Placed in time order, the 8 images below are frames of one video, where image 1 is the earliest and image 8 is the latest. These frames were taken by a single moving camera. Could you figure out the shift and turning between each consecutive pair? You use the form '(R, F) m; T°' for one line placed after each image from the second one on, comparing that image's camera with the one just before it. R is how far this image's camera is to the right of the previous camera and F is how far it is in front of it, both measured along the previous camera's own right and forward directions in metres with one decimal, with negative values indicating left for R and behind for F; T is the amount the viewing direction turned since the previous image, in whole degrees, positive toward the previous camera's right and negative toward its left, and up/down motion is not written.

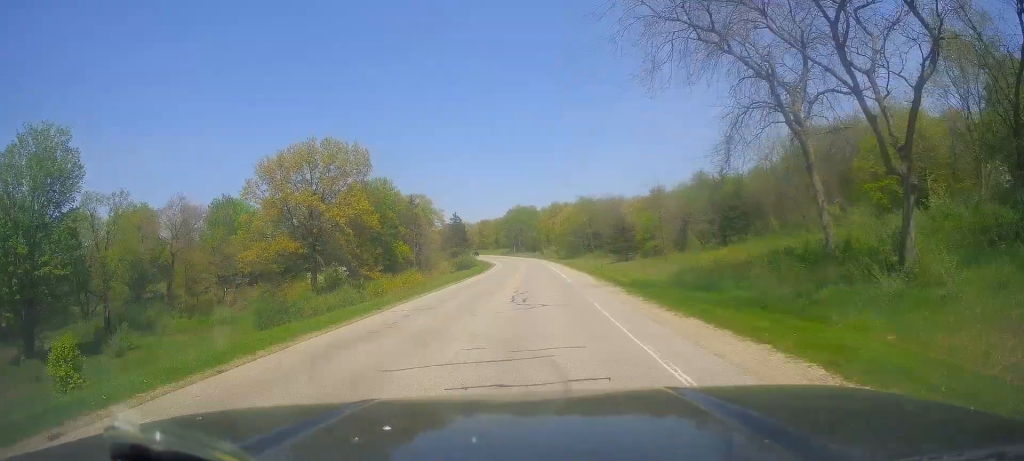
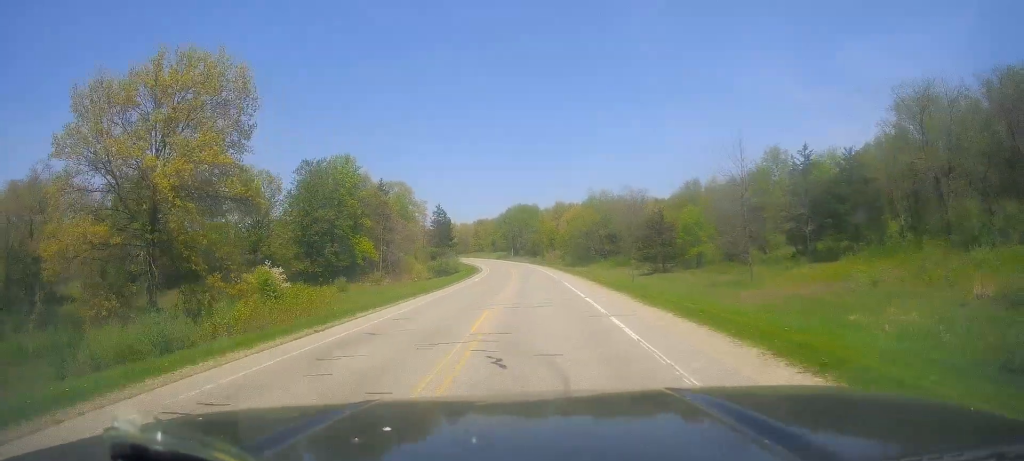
(+0.1, +28.1) m; 0°
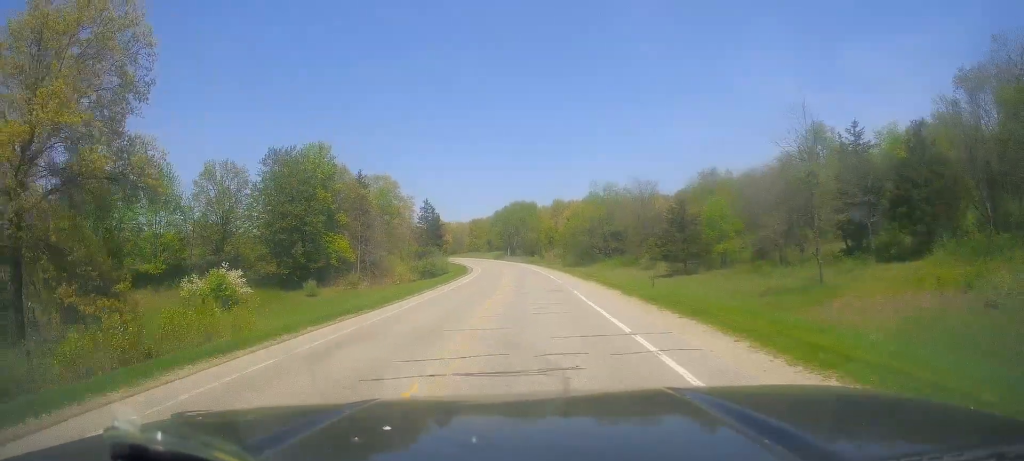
(-0.2, +11.5) m; 0°
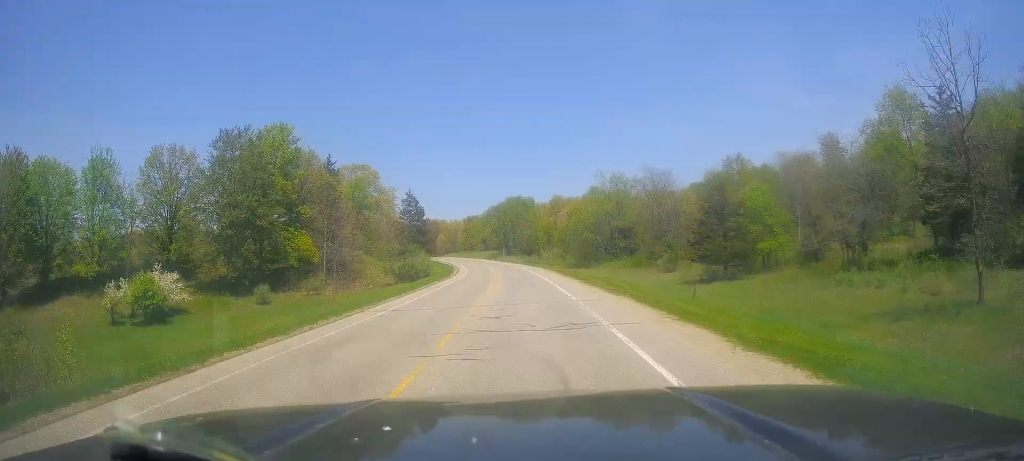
(0.0, +13.7) m; +1°
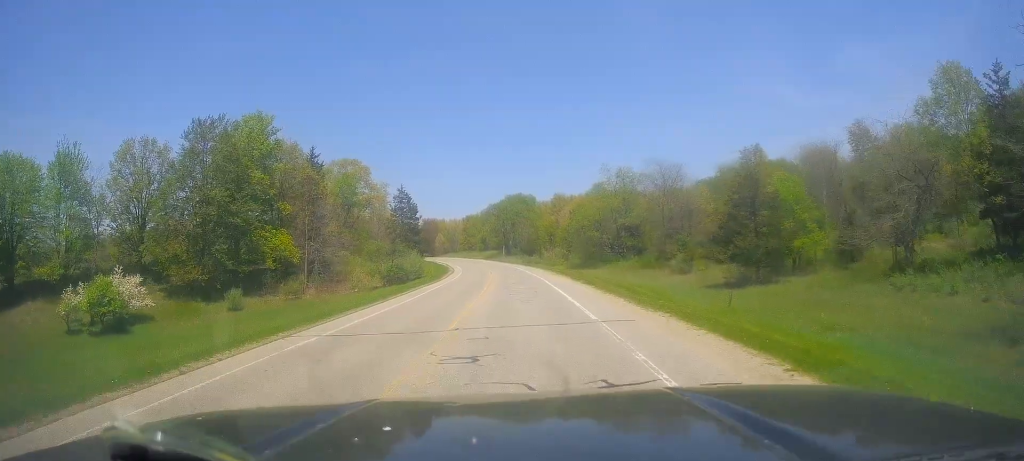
(+0.1, +6.7) m; +1°
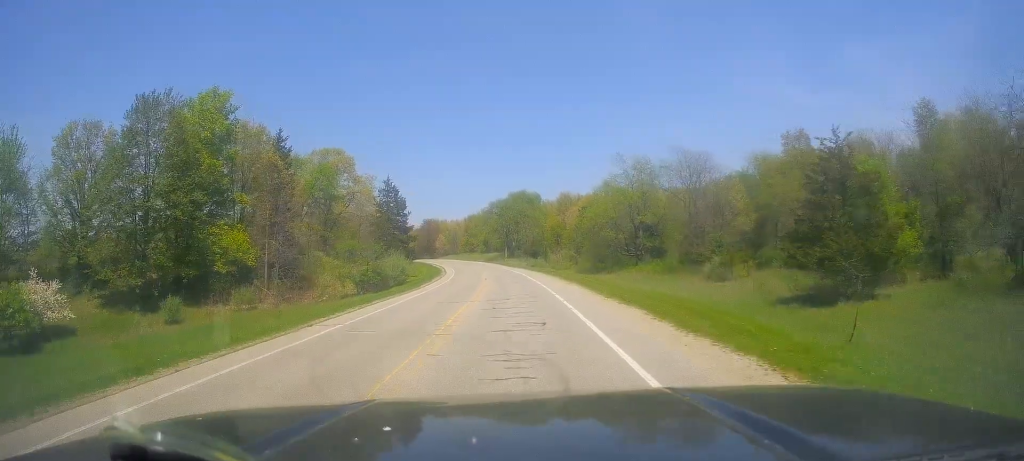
(0.0, +12.0) m; -1°
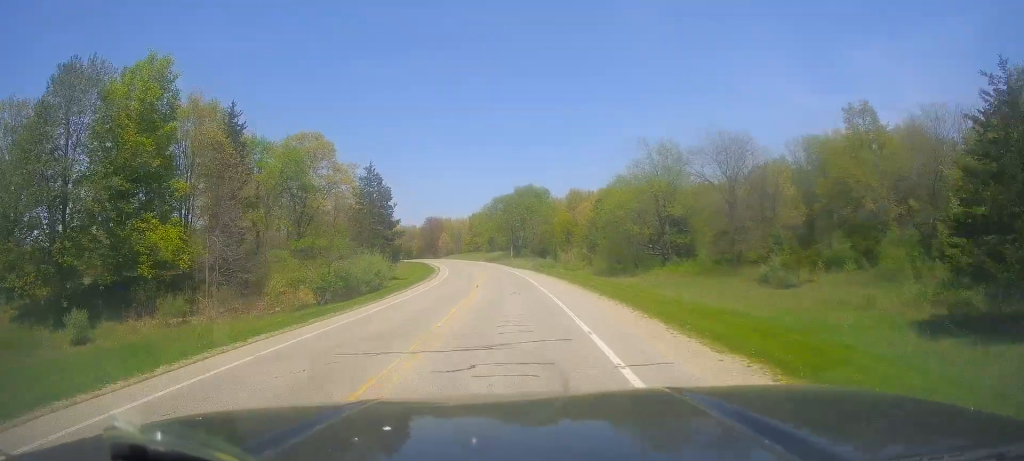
(-0.1, +12.6) m; -1°
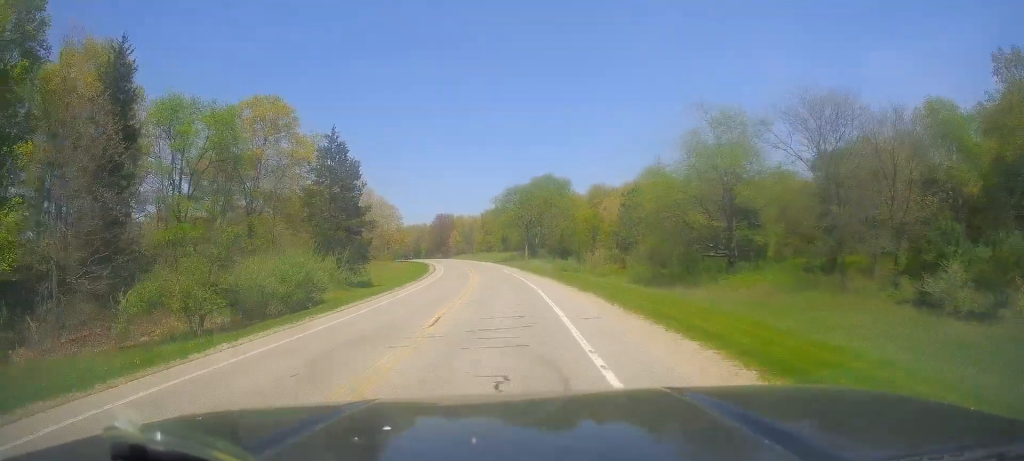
(-0.2, +19.1) m; -1°
